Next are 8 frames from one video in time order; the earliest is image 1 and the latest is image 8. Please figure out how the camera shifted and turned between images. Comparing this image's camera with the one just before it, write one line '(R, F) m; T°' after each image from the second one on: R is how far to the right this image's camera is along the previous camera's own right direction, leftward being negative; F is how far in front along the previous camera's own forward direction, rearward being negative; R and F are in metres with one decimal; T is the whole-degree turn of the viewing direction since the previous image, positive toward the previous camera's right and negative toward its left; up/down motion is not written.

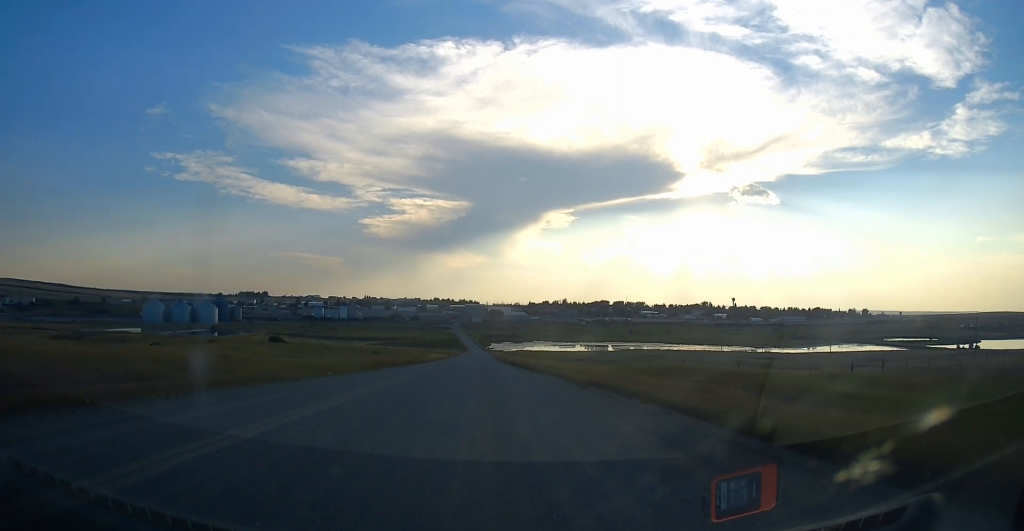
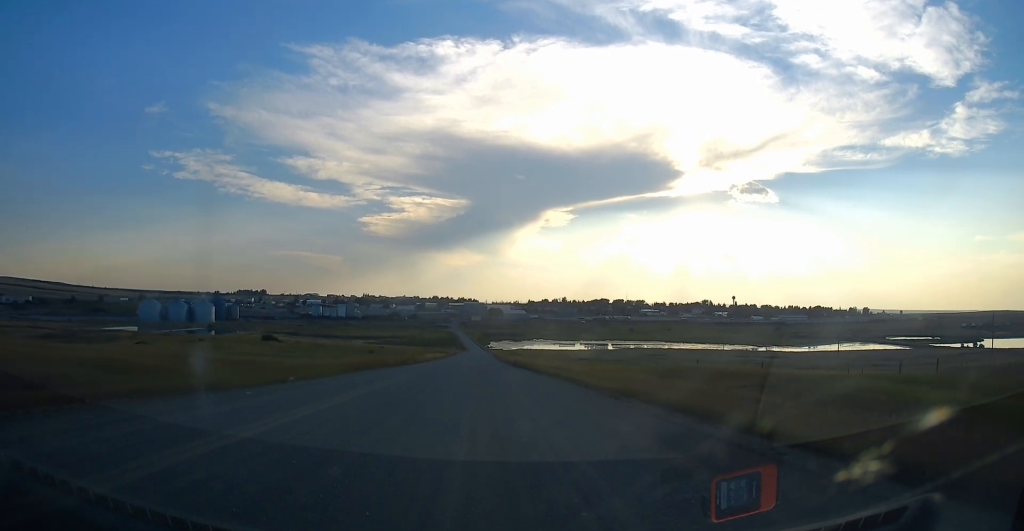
(0.0, +6.4) m; +1°
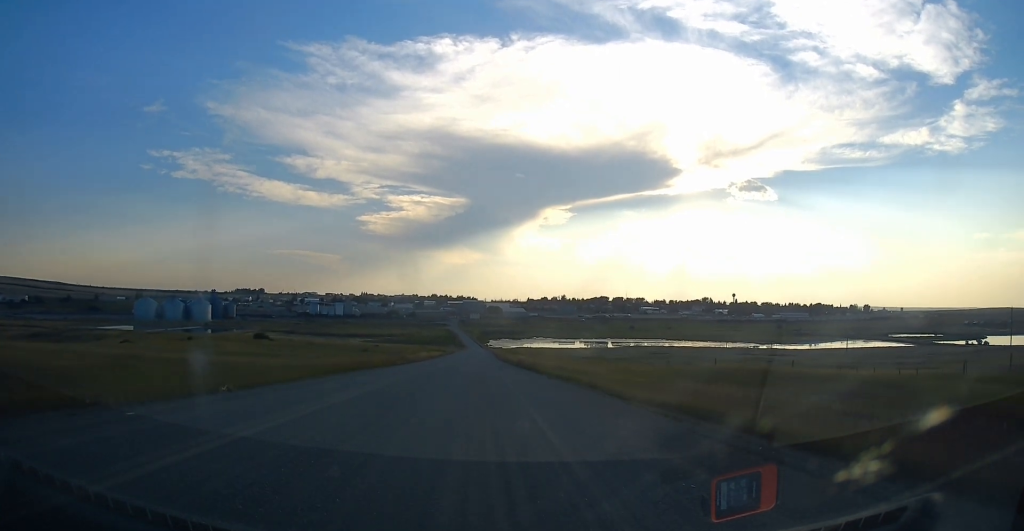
(-0.1, +6.9) m; +1°
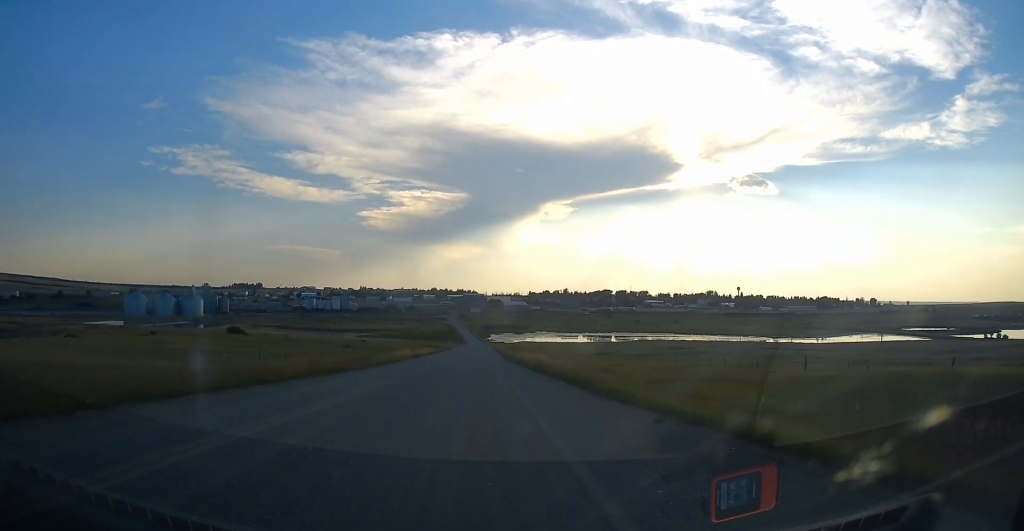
(+0.3, +22.4) m; 0°
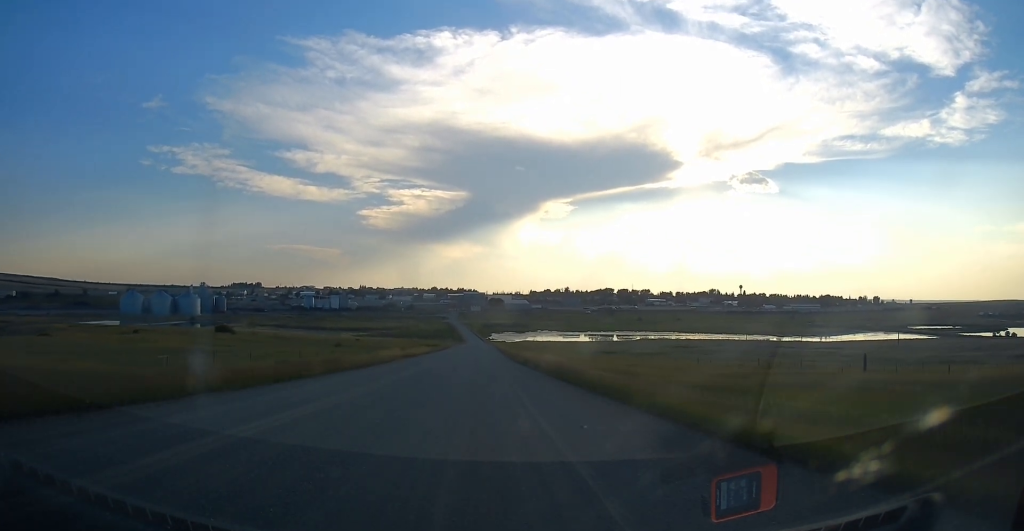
(-0.2, +9.6) m; -1°
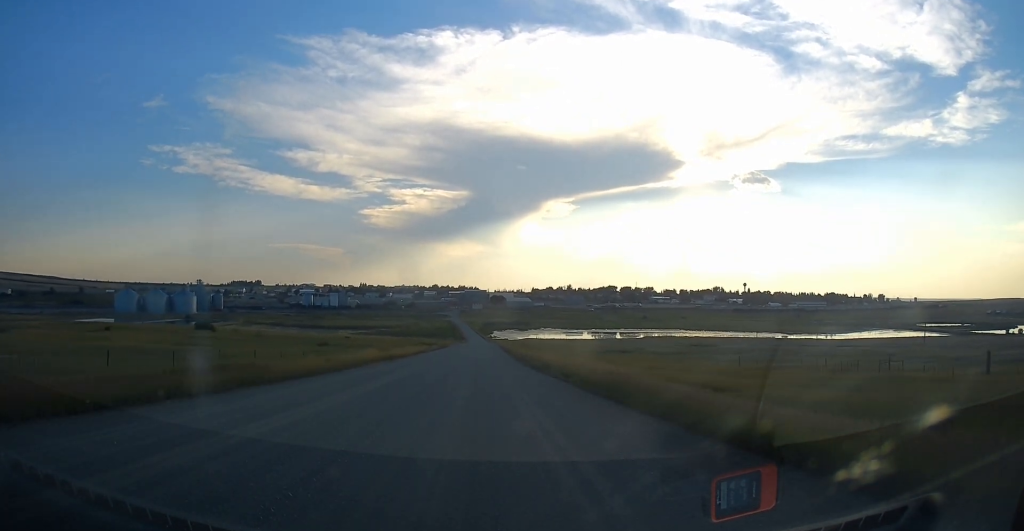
(0.0, +13.6) m; 0°
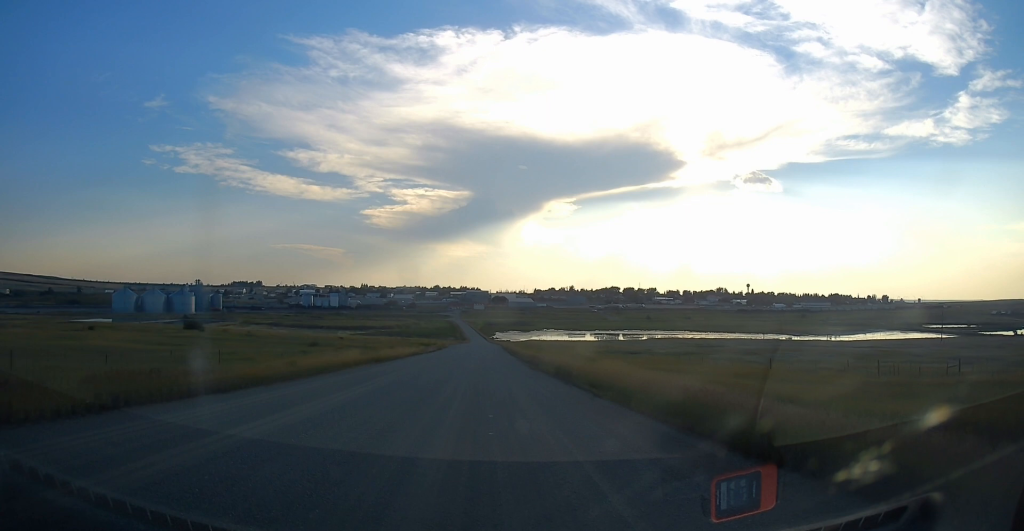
(0.0, +7.5) m; 0°
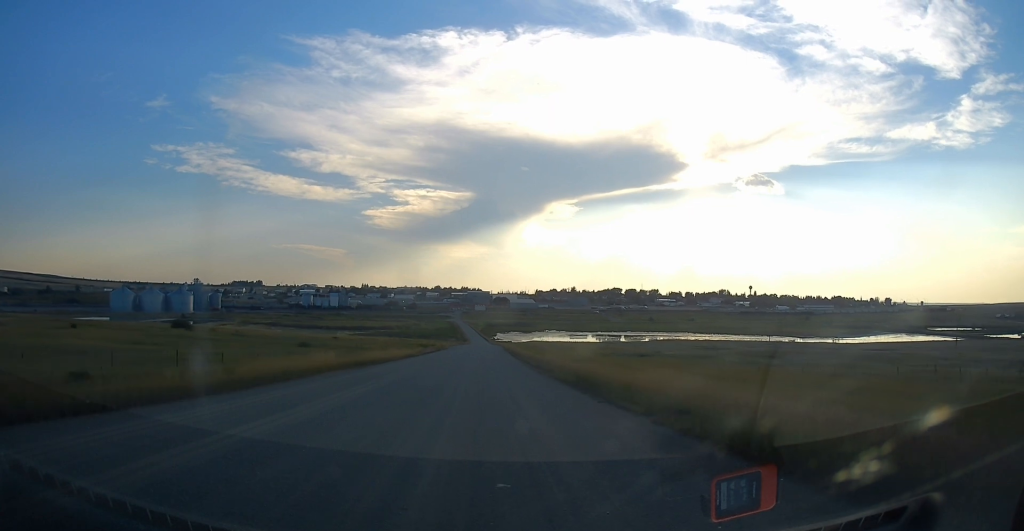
(0.0, +6.5) m; 0°
